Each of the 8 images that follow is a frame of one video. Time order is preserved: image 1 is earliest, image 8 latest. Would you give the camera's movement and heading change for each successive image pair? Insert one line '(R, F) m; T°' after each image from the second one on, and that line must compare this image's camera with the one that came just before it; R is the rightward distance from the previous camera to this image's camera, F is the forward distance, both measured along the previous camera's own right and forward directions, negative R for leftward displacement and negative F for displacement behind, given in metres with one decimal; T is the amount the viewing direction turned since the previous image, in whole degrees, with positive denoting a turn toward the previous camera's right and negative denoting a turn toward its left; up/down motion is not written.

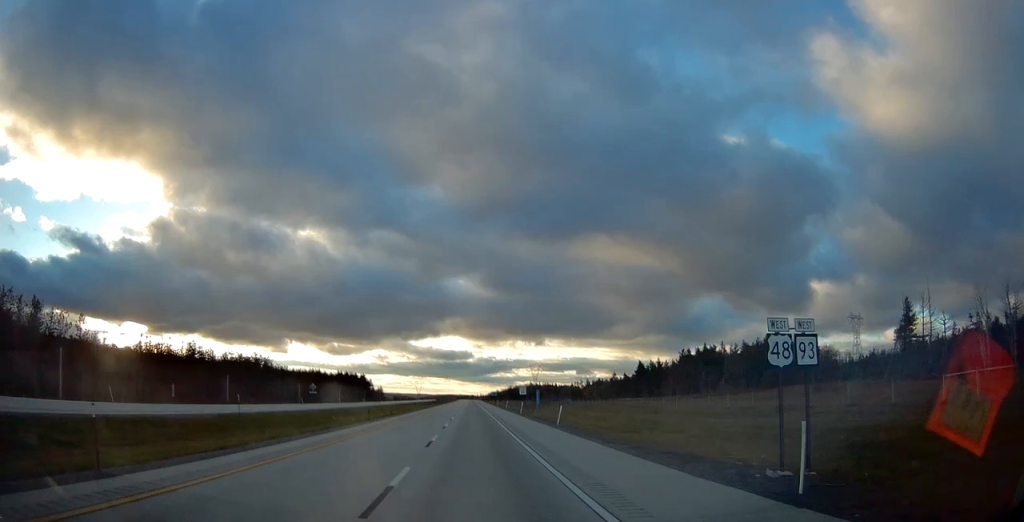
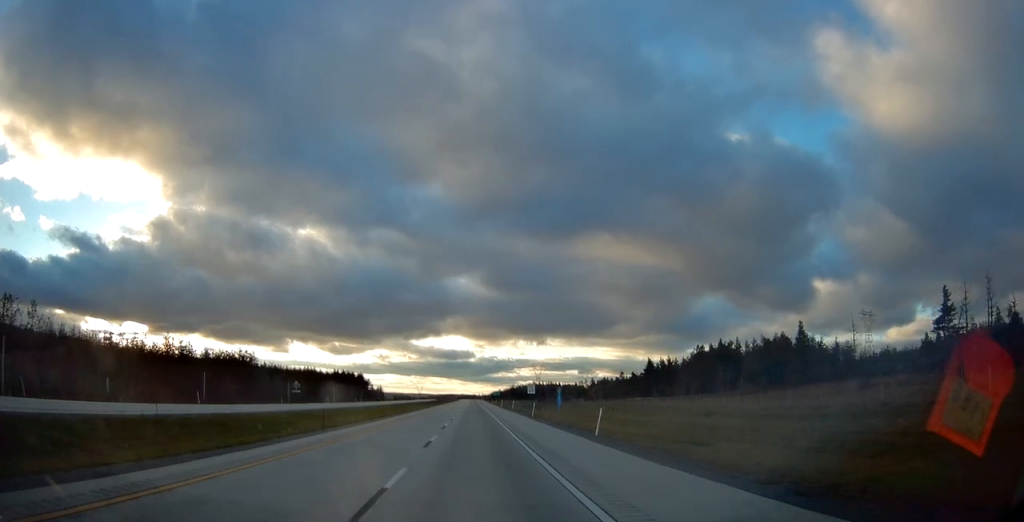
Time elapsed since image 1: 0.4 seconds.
(+0.1, +12.6) m; 0°
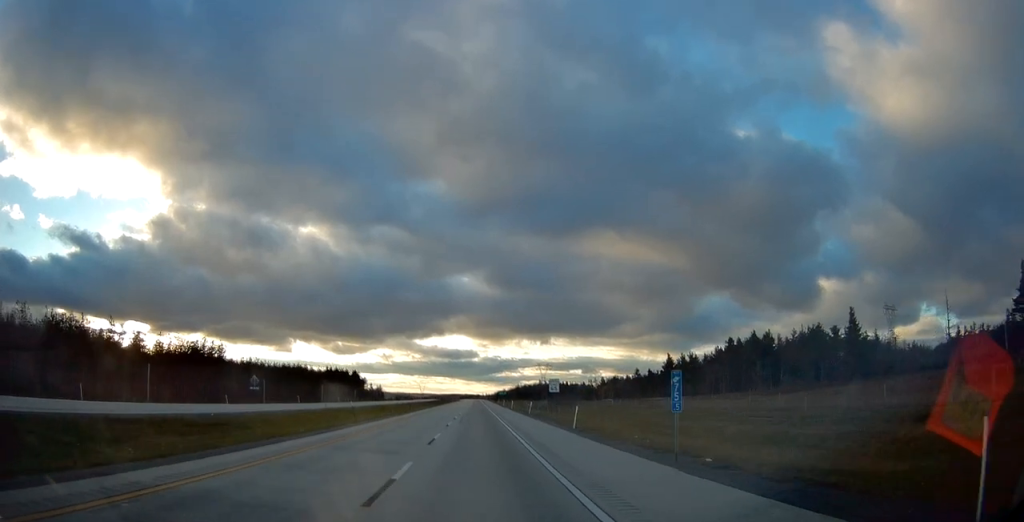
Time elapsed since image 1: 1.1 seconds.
(+0.1, +23.2) m; 0°
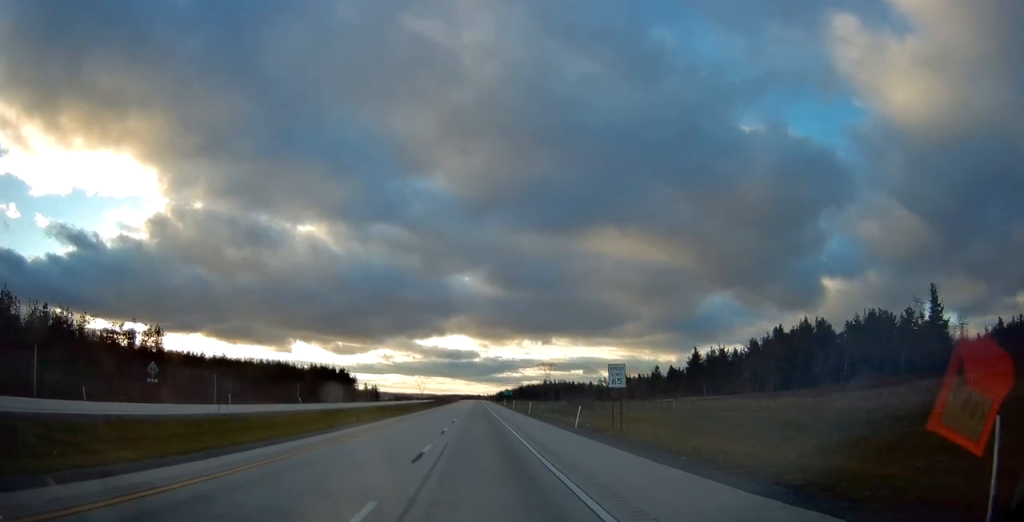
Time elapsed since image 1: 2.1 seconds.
(-0.1, +30.5) m; 0°
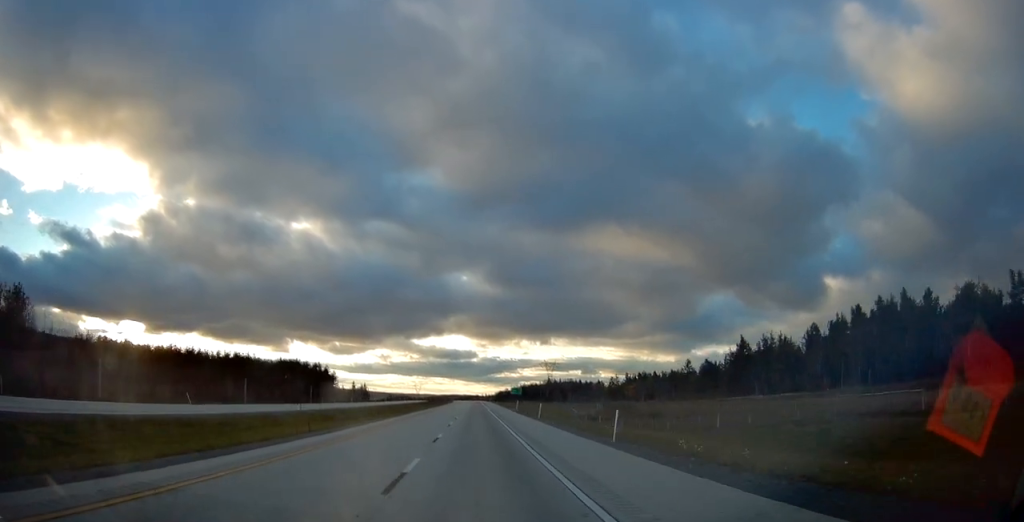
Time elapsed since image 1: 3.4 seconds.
(0.0, +42.0) m; 0°
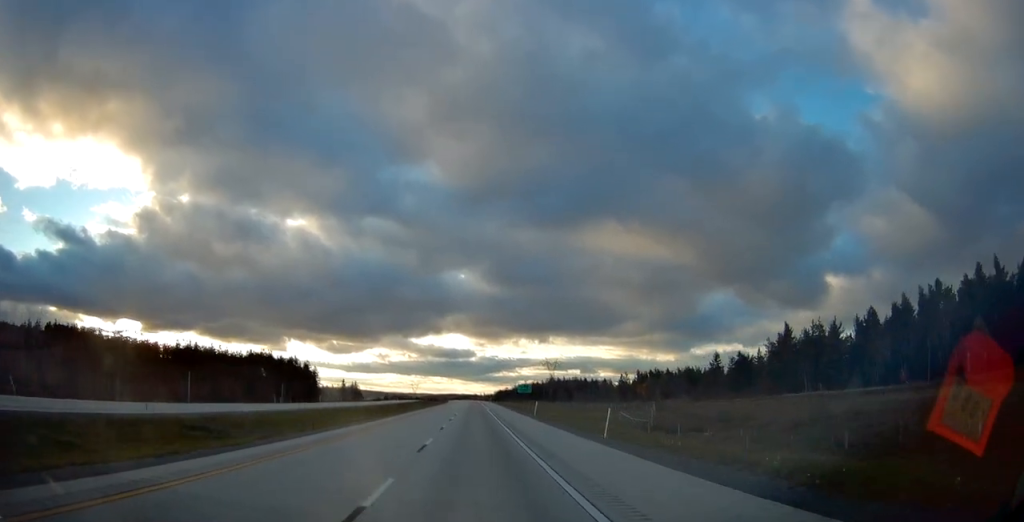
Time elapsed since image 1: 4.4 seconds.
(-0.1, +29.2) m; 0°
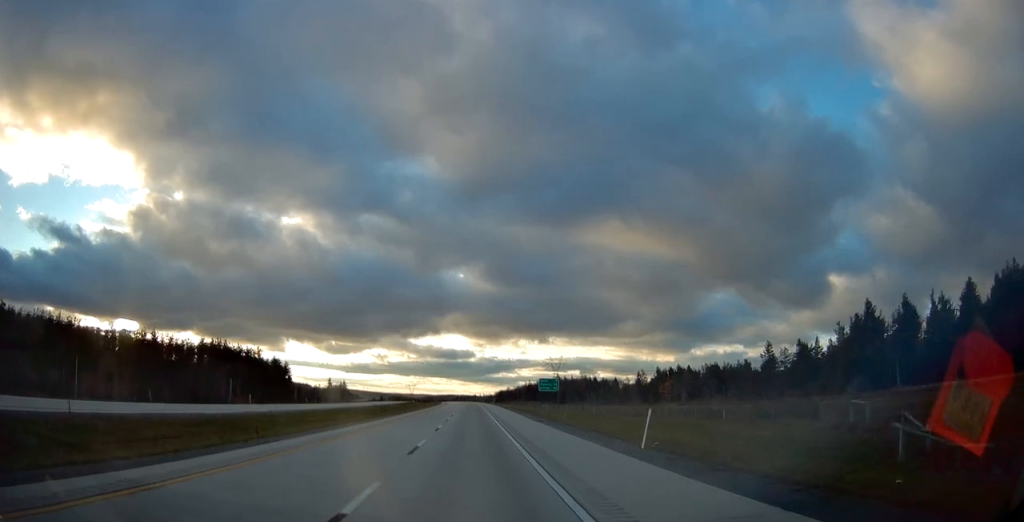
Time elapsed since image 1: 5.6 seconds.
(-0.1, +37.6) m; 0°
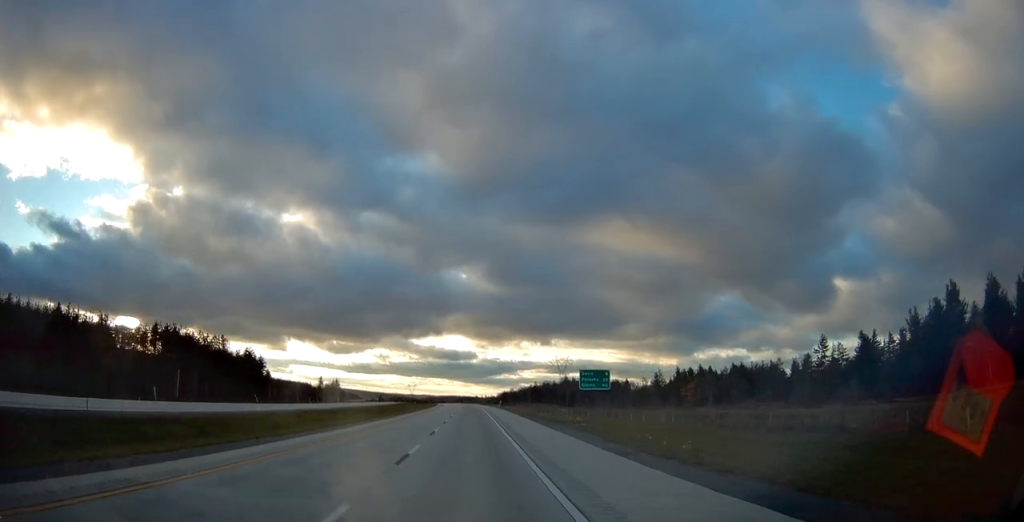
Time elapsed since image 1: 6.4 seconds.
(+0.1, +27.3) m; 0°
